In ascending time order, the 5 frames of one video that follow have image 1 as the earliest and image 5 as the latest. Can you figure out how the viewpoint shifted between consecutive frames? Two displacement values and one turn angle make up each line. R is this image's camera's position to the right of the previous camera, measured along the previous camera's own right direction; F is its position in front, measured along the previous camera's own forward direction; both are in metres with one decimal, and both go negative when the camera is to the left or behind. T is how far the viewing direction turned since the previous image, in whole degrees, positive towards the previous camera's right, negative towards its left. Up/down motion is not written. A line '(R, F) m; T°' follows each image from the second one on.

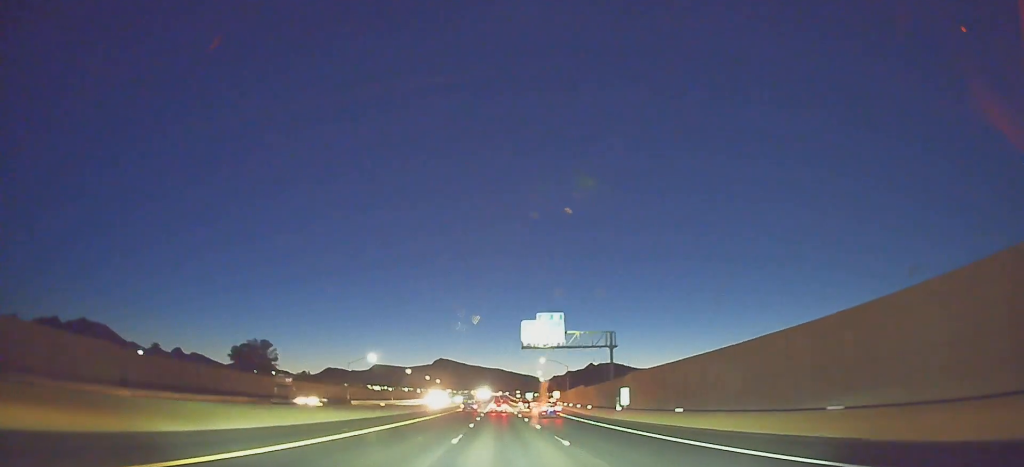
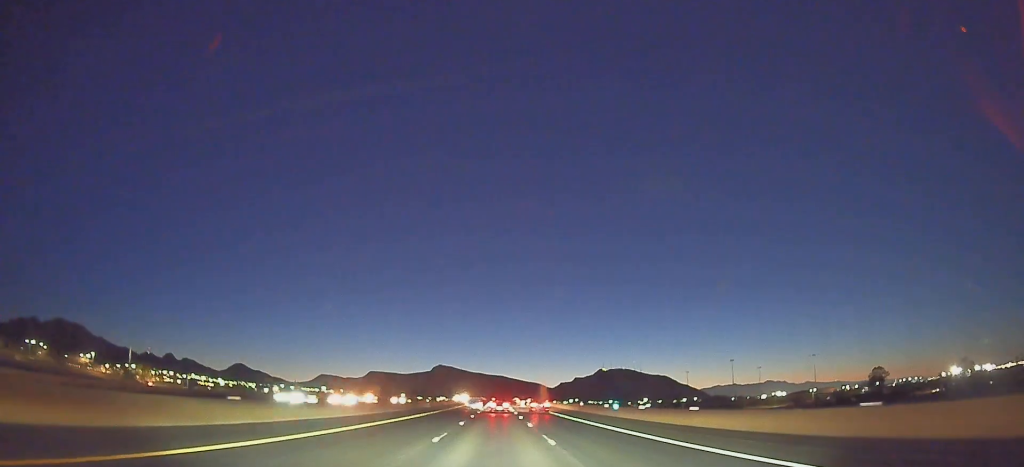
(-0.6, +308.3) m; -1°
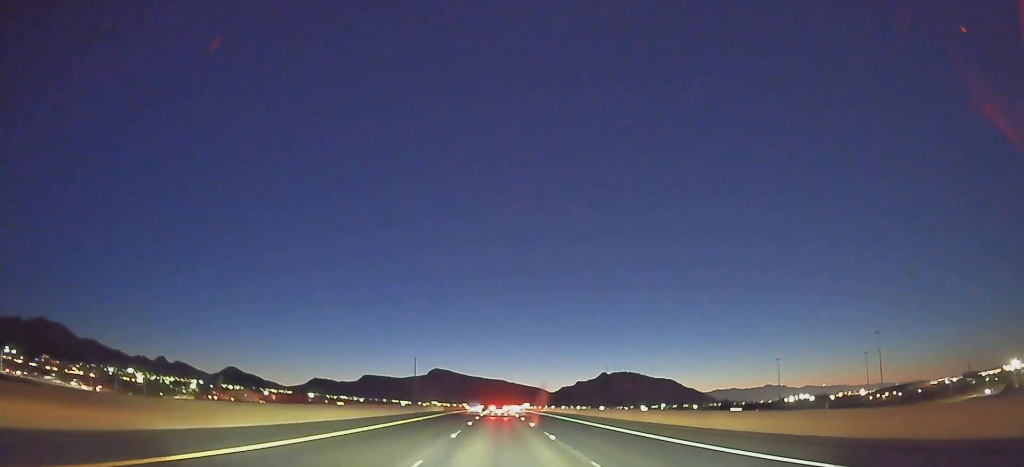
(-0.5, +190.5) m; 0°
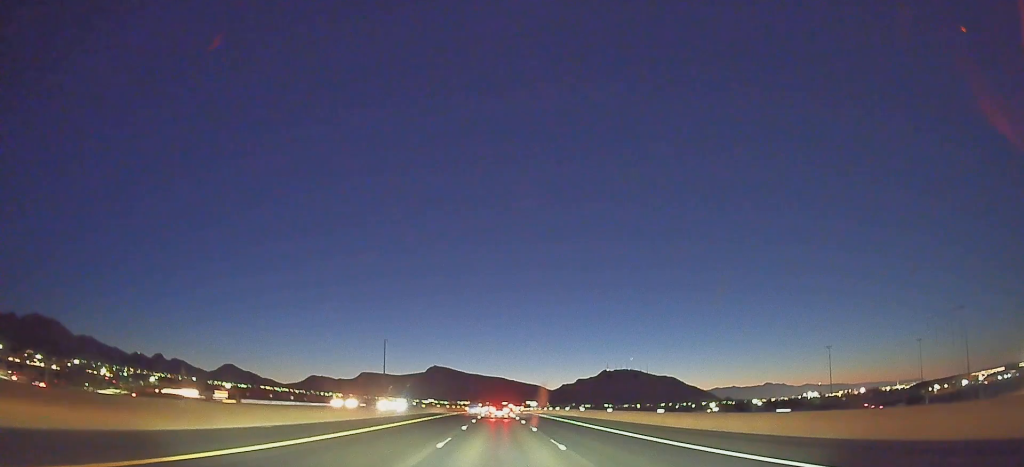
(+0.2, +64.2) m; 0°
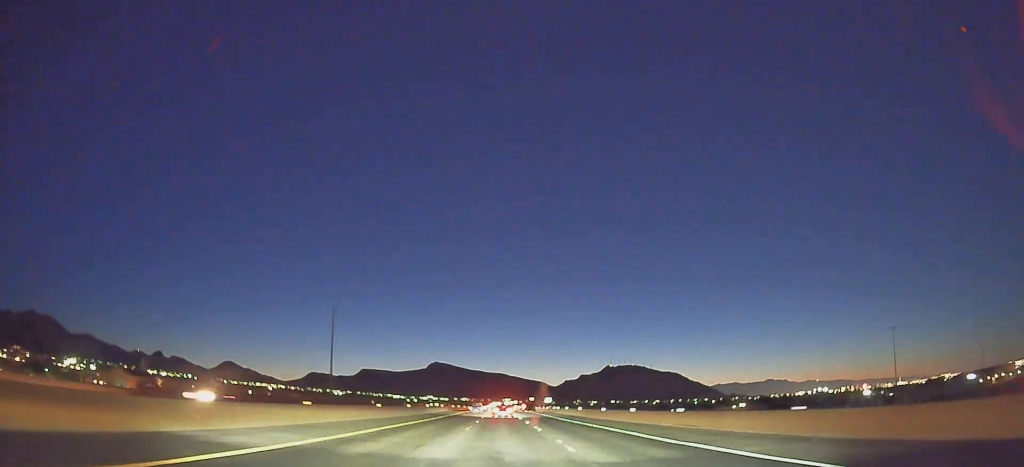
(-0.1, +58.6) m; 0°
